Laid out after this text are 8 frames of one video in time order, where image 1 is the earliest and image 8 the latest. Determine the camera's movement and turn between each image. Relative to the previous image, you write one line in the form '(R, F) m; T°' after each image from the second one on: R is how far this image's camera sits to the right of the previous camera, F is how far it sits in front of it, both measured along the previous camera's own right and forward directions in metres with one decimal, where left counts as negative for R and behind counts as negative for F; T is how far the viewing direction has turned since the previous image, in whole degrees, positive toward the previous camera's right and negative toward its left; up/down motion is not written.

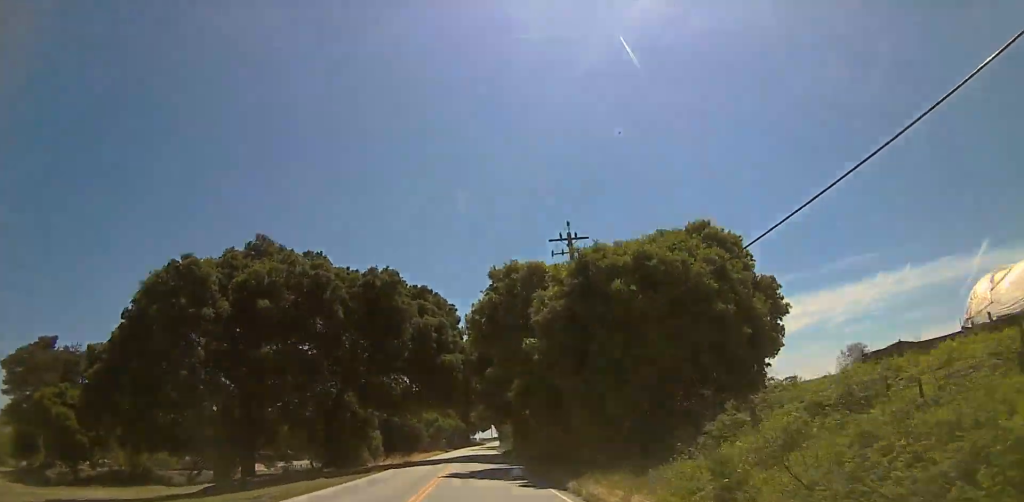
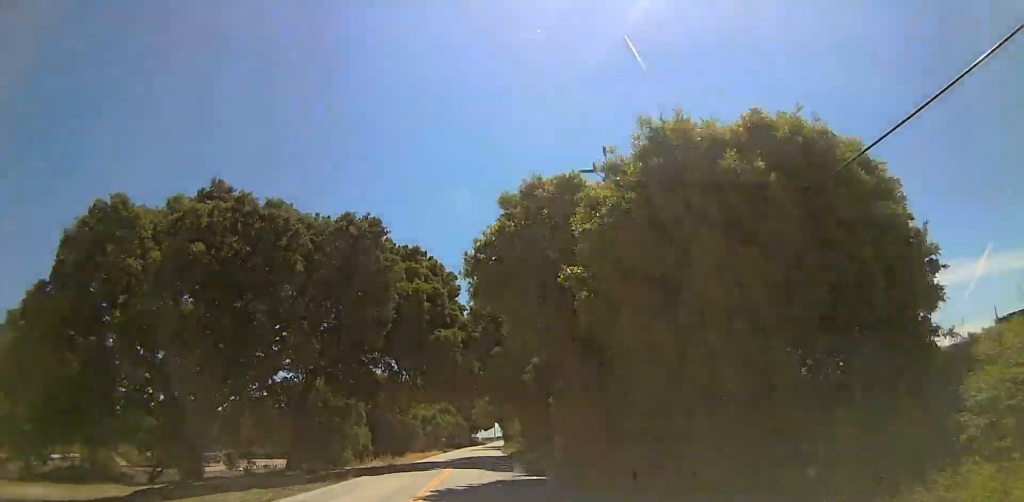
(+0.1, +8.7) m; 0°
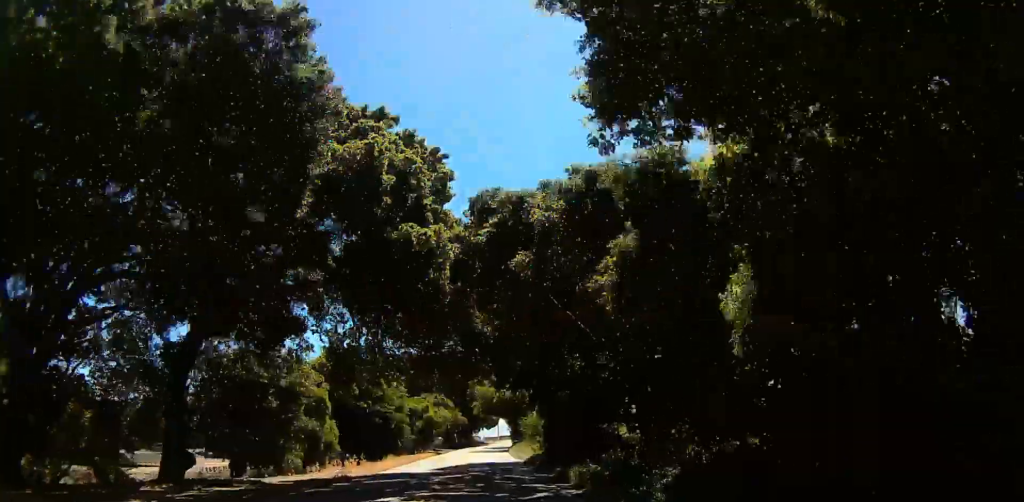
(0.0, +16.4) m; 0°
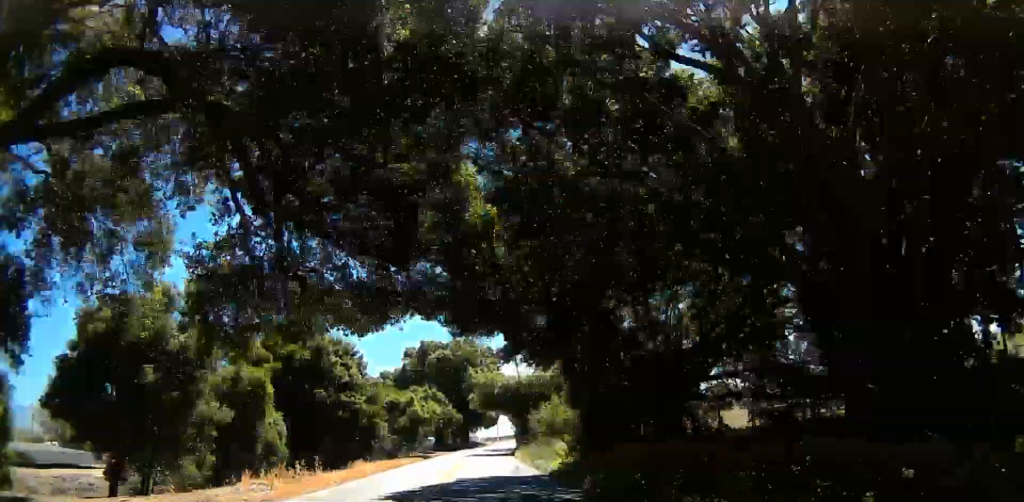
(0.0, +14.1) m; 0°
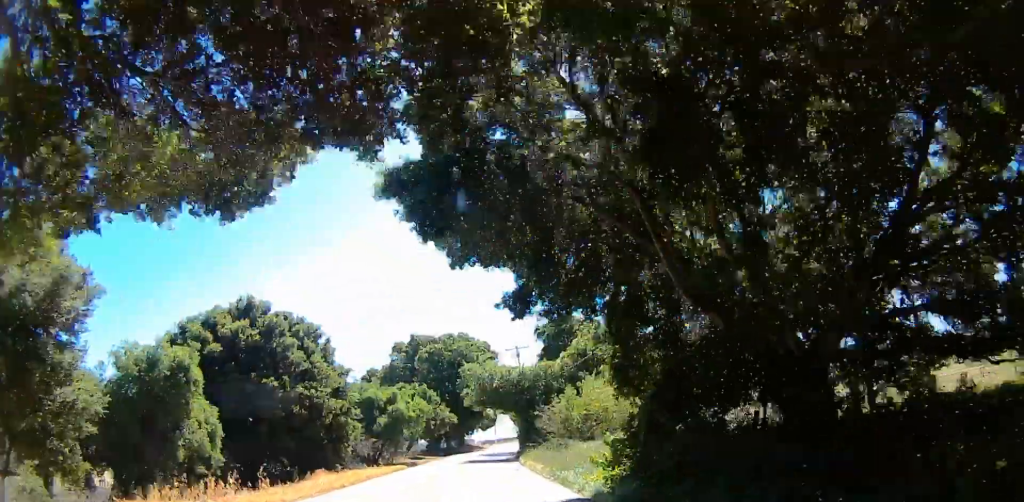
(0.0, +9.9) m; 0°
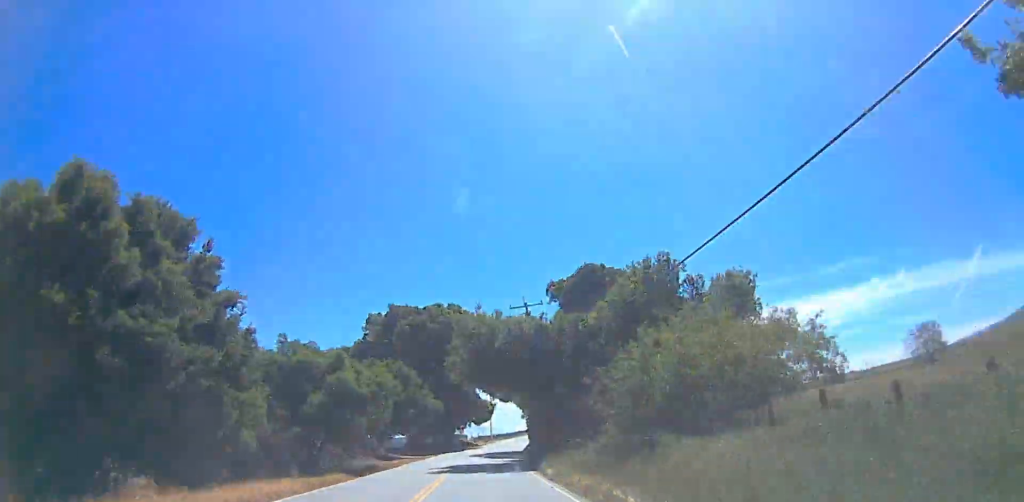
(0.0, +18.9) m; 0°
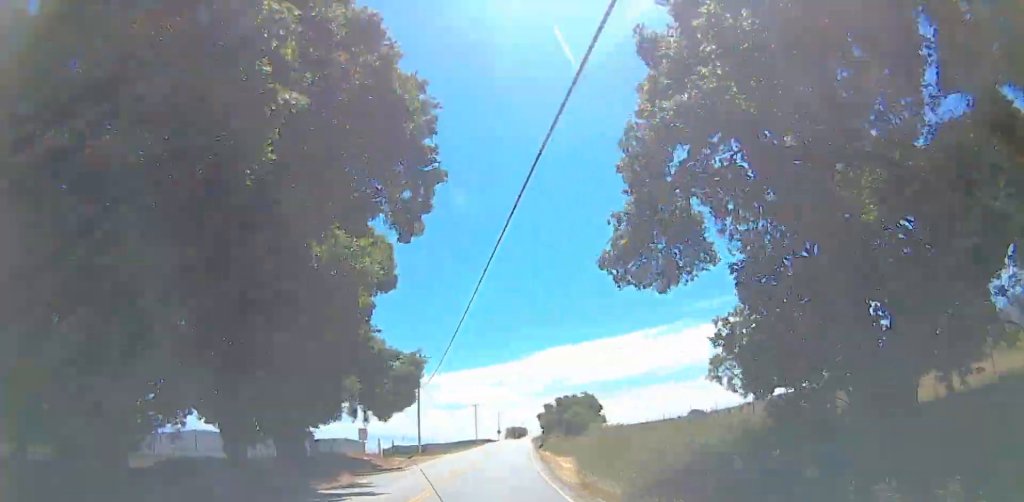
(+0.2, +65.9) m; +2°
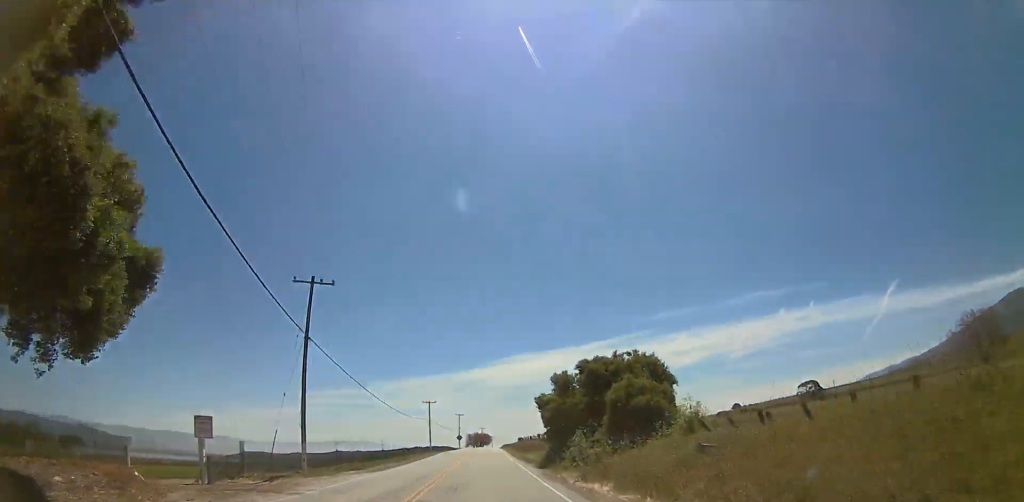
(+1.9, +36.4) m; +5°
